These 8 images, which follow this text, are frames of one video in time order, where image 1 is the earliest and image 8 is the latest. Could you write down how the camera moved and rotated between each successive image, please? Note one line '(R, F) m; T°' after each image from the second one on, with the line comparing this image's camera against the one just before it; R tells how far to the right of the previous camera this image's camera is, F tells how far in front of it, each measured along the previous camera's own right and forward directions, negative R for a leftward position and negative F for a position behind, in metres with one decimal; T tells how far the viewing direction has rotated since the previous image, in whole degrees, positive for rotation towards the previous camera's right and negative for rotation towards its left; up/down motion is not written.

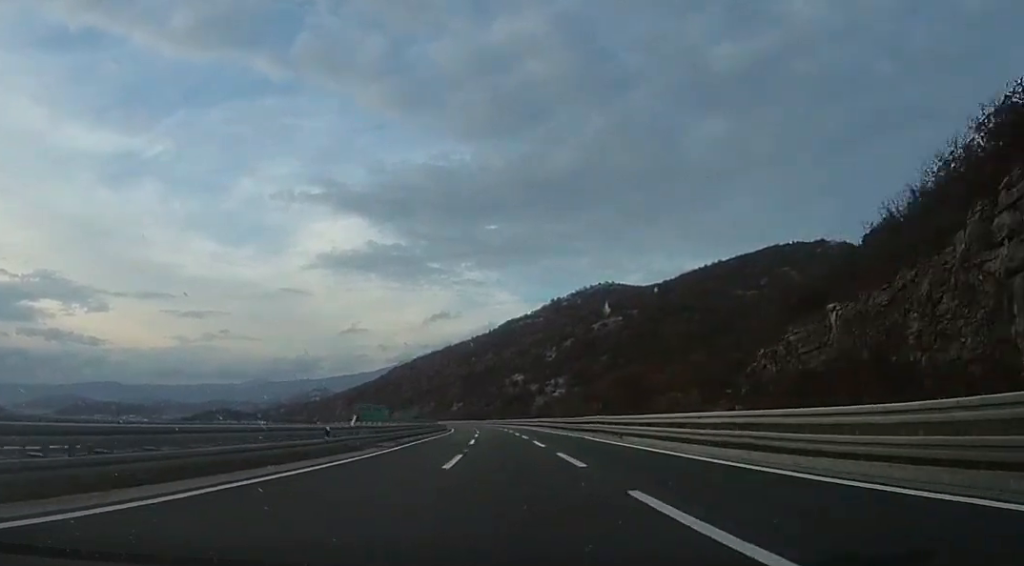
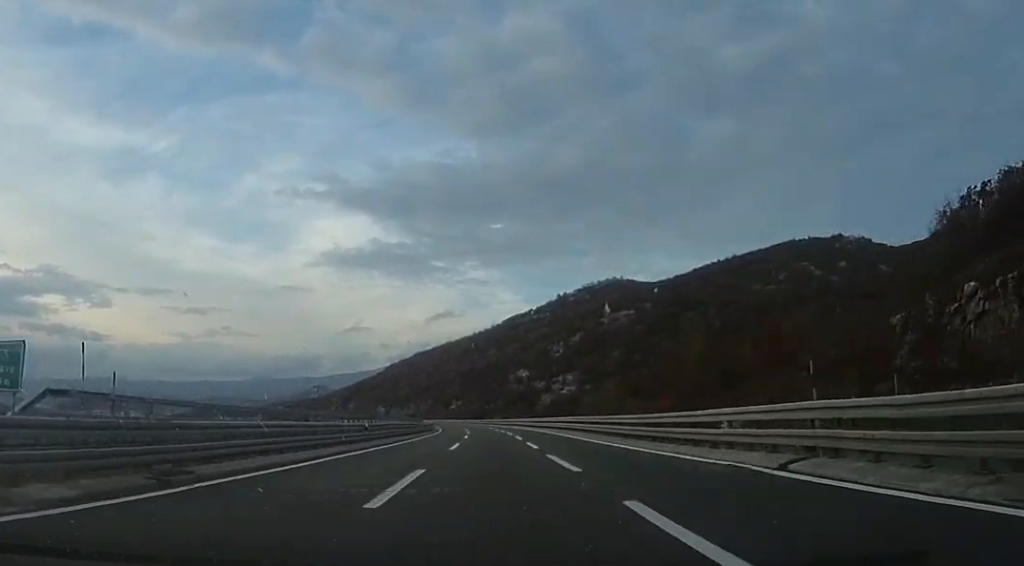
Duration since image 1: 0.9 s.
(+0.4, +25.9) m; 0°
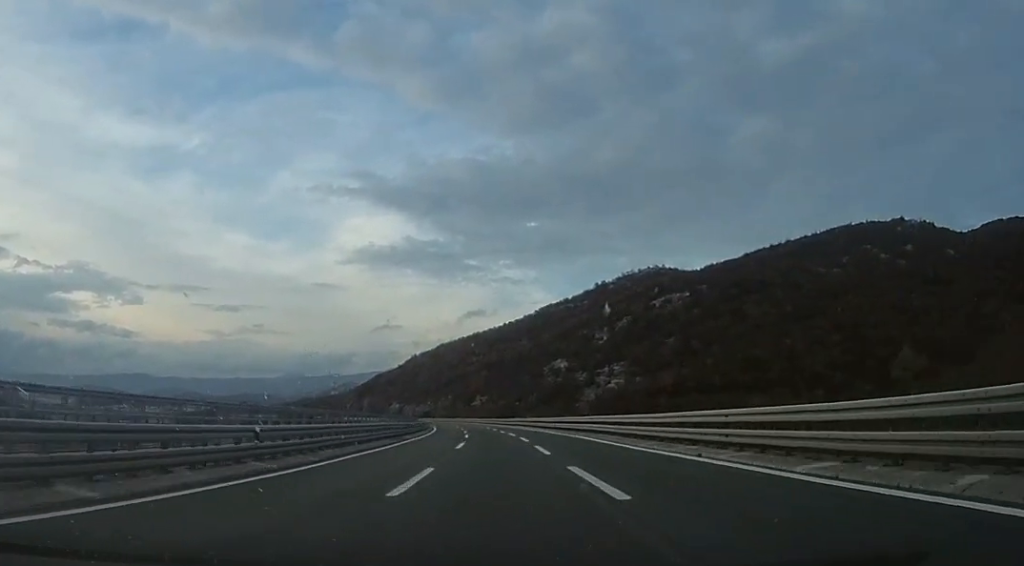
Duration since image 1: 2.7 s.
(+0.1, +52.0) m; 0°
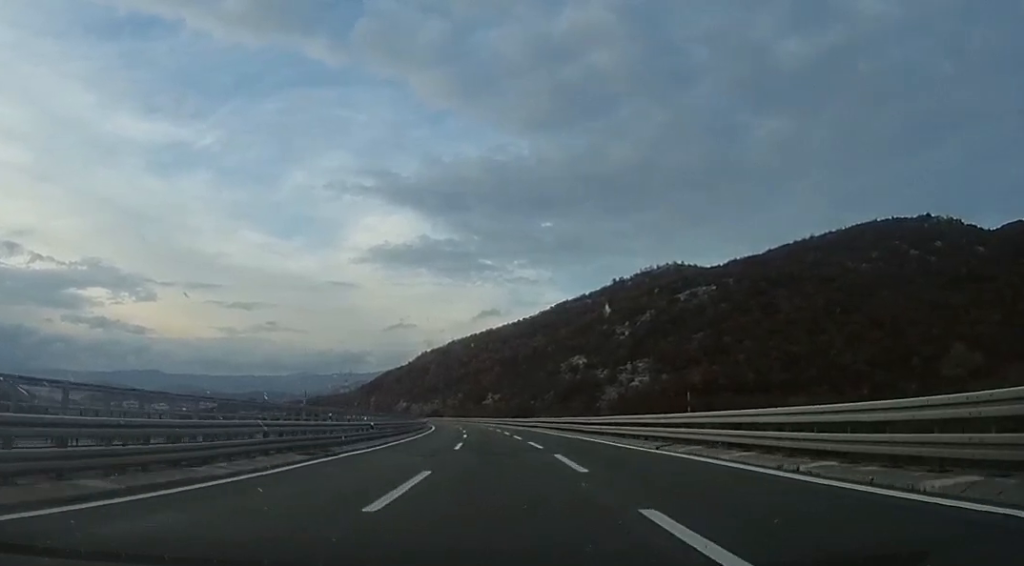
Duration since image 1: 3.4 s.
(-0.6, +19.6) m; -4°
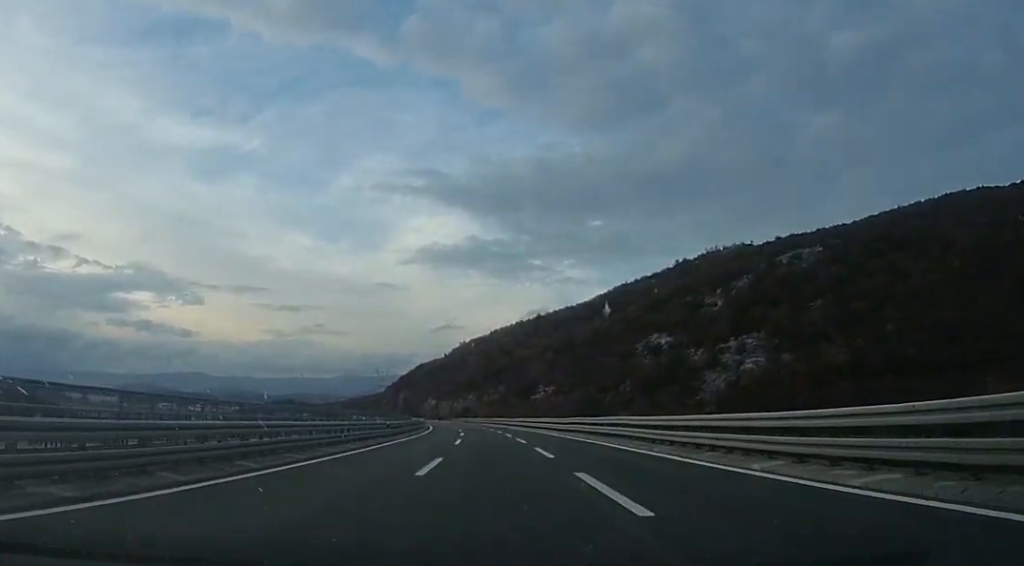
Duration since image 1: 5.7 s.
(-3.0, +65.5) m; -3°
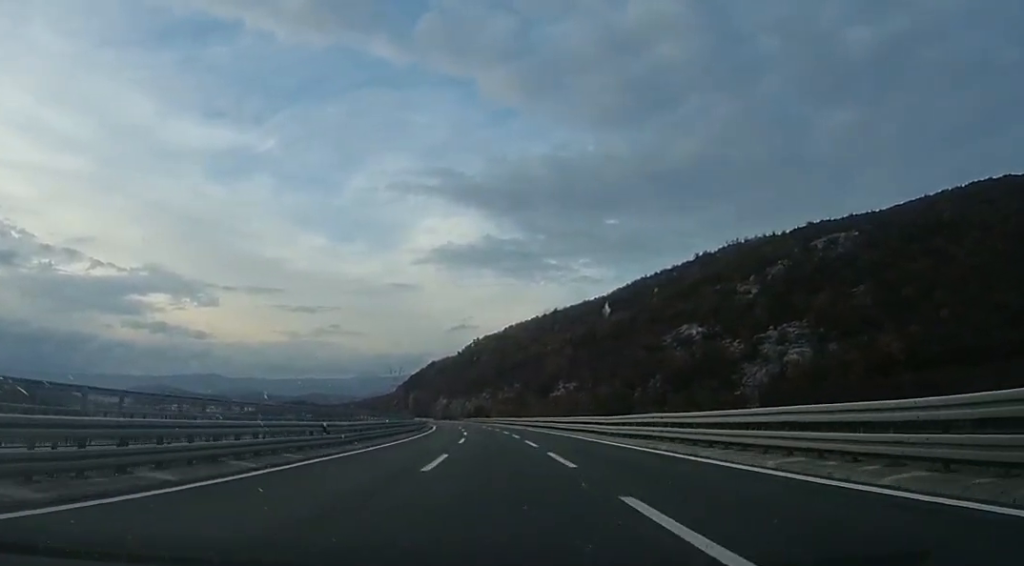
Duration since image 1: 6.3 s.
(-0.5, +16.8) m; -2°
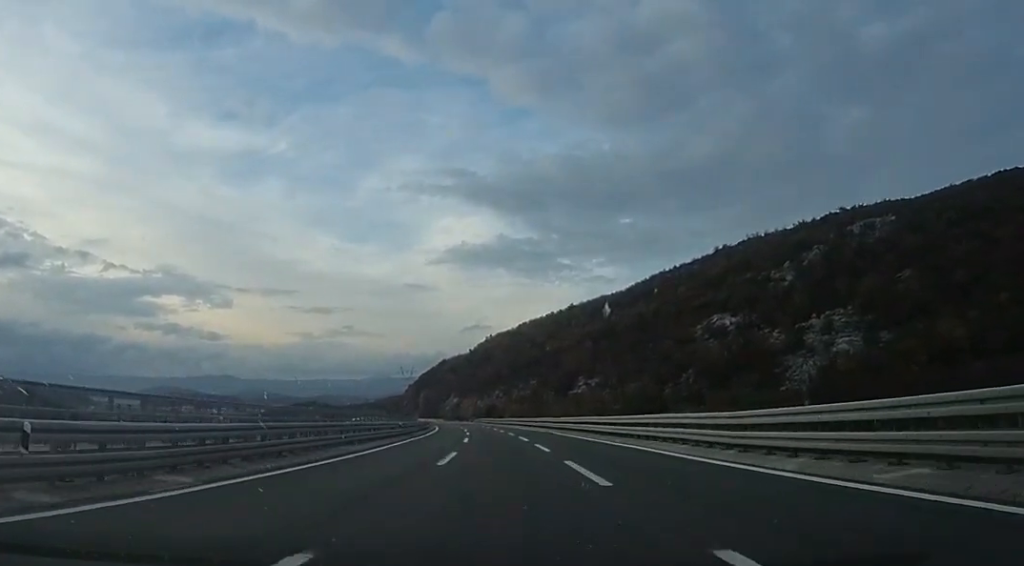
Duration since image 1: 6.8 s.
(-0.2, +15.8) m; -2°
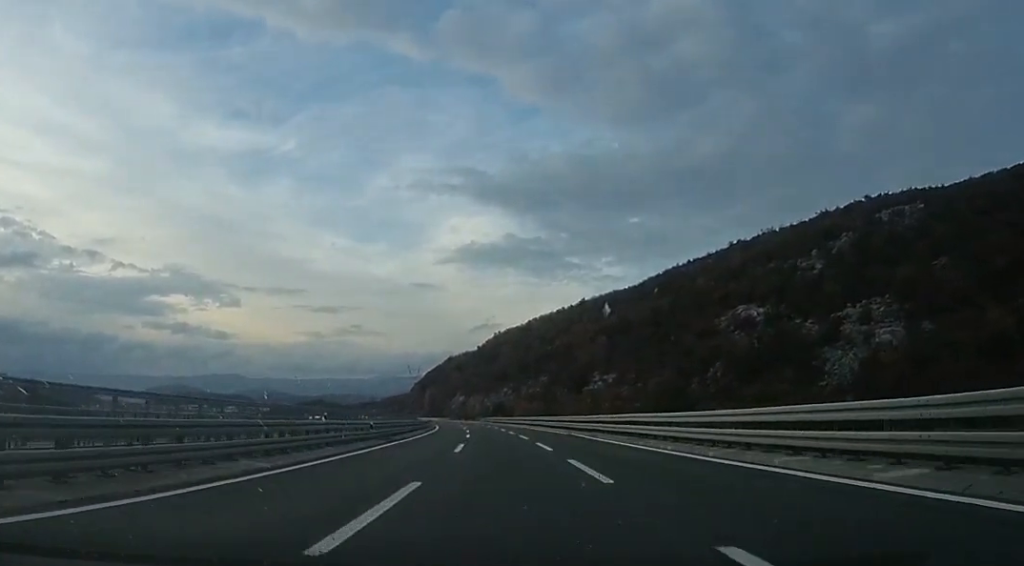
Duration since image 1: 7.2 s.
(-0.3, +12.0) m; -1°
